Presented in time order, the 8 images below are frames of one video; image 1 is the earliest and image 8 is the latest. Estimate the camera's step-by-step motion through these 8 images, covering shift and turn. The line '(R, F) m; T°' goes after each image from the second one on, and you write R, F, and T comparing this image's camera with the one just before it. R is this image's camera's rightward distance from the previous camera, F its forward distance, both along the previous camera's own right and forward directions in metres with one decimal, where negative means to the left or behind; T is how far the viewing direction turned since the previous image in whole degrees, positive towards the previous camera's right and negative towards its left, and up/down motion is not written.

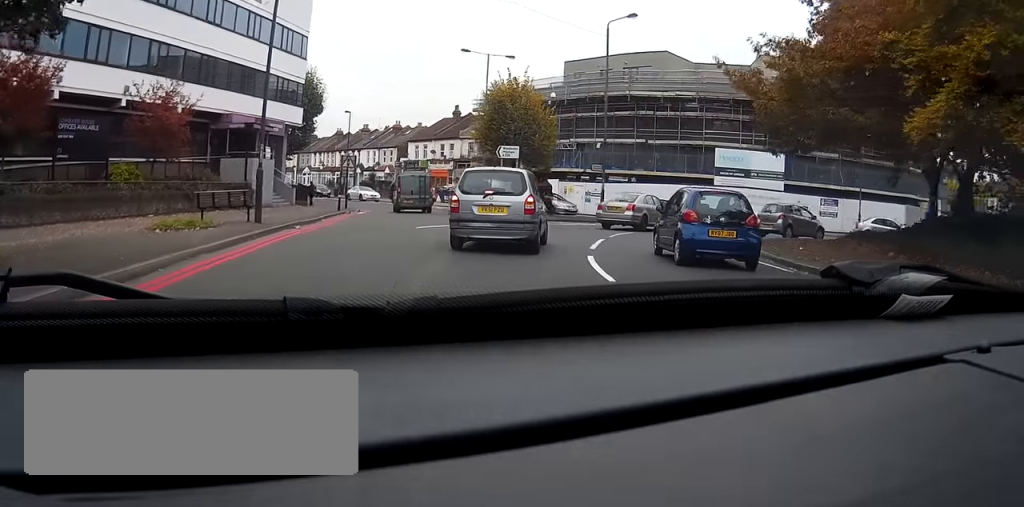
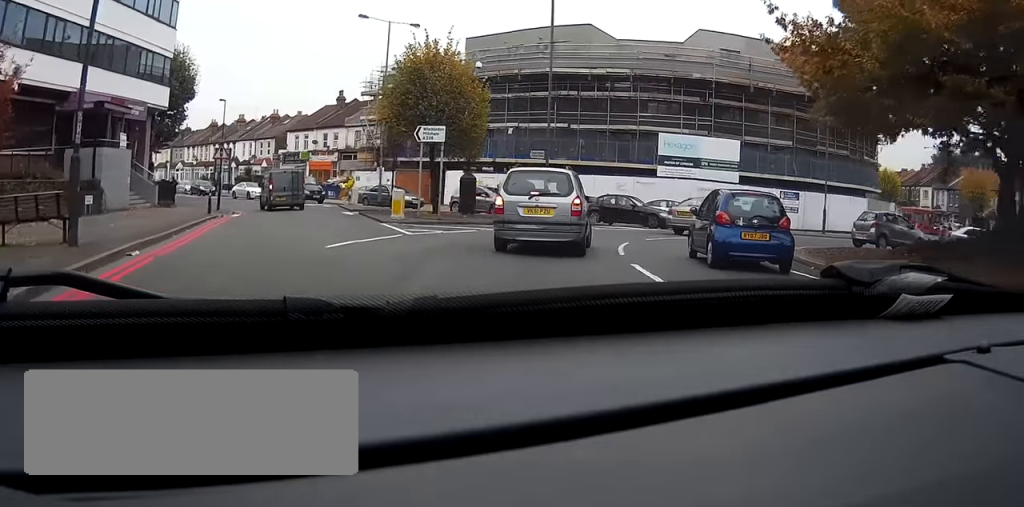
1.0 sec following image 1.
(+0.5, +8.3) m; +8°
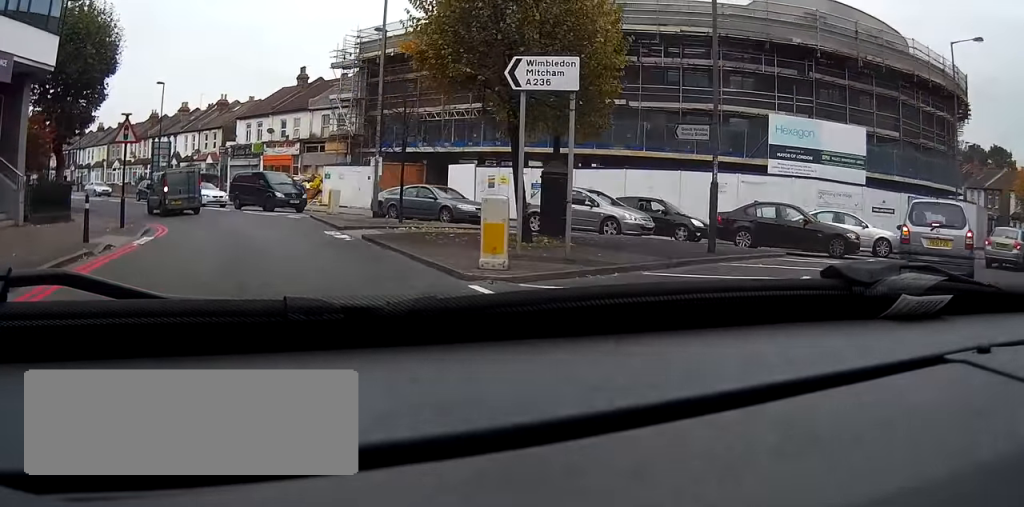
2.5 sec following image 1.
(+1.0, +14.0) m; +4°
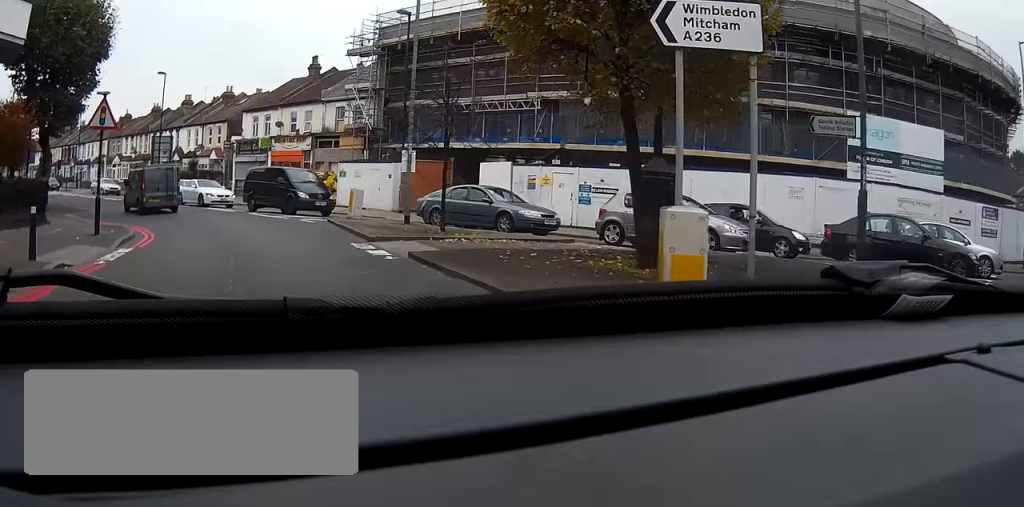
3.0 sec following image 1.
(0.0, +4.4) m; 0°
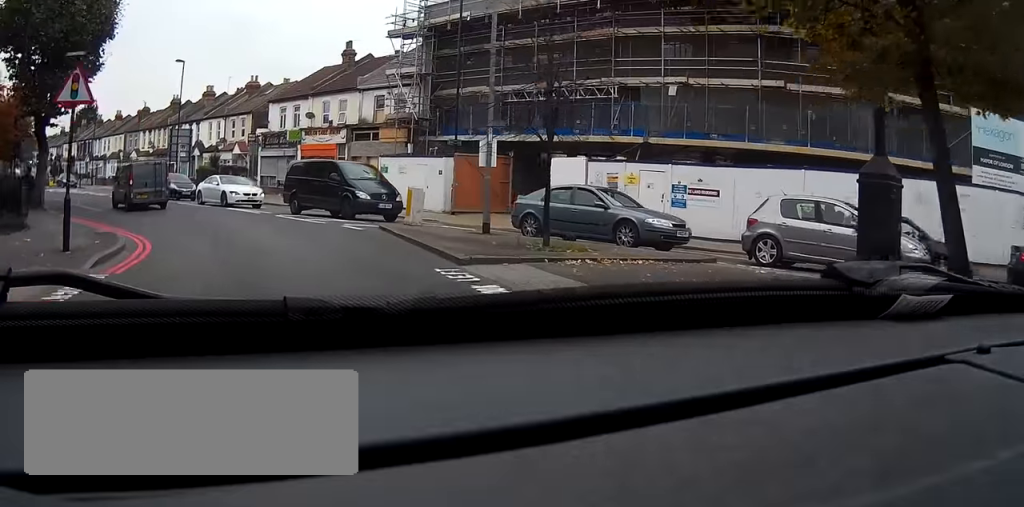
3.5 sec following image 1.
(0.0, +5.0) m; 0°
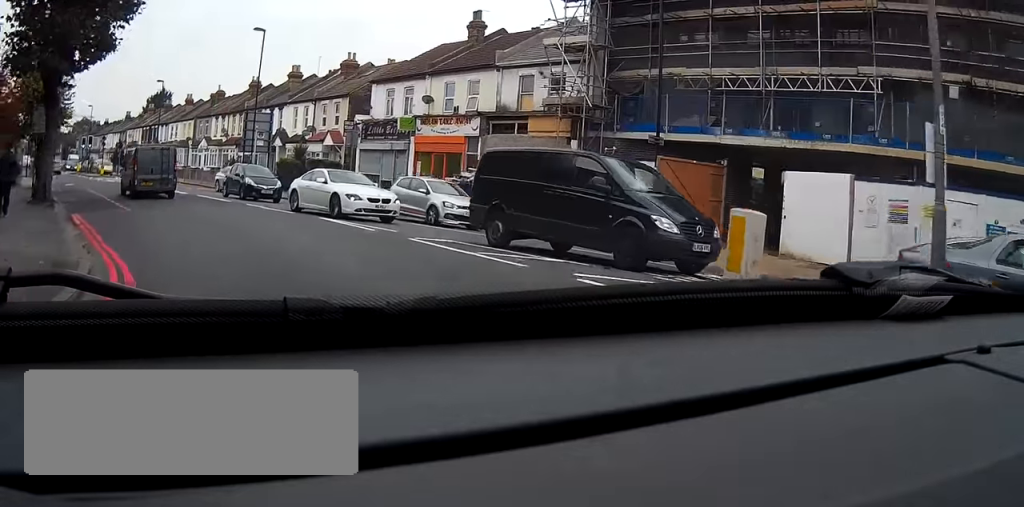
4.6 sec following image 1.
(0.0, +10.0) m; 0°
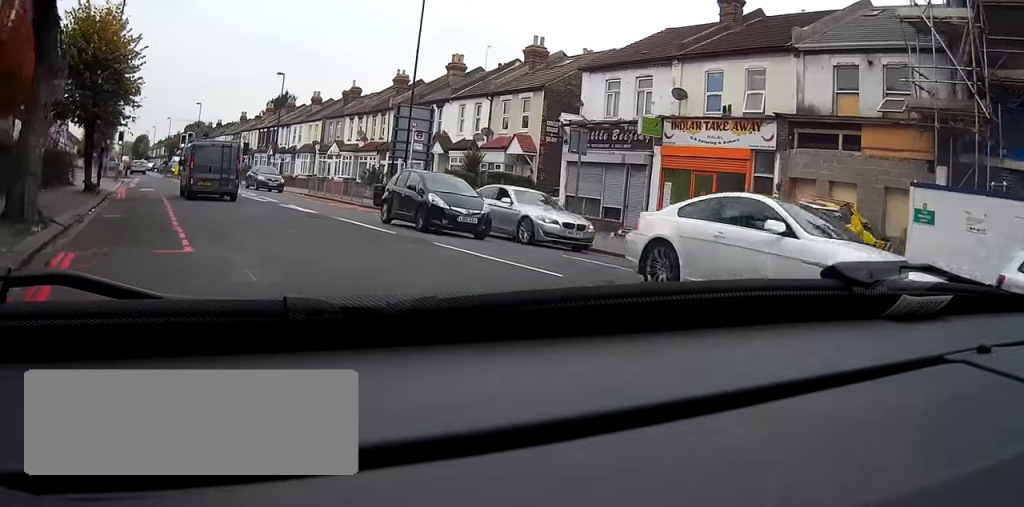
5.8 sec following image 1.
(0.0, +11.9) m; -6°
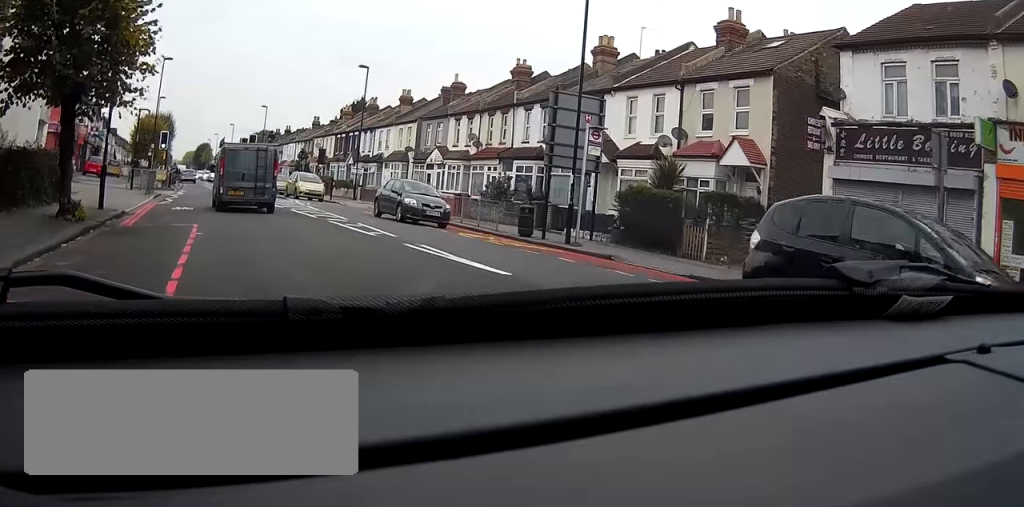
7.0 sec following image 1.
(-1.3, +11.2) m; -11°
